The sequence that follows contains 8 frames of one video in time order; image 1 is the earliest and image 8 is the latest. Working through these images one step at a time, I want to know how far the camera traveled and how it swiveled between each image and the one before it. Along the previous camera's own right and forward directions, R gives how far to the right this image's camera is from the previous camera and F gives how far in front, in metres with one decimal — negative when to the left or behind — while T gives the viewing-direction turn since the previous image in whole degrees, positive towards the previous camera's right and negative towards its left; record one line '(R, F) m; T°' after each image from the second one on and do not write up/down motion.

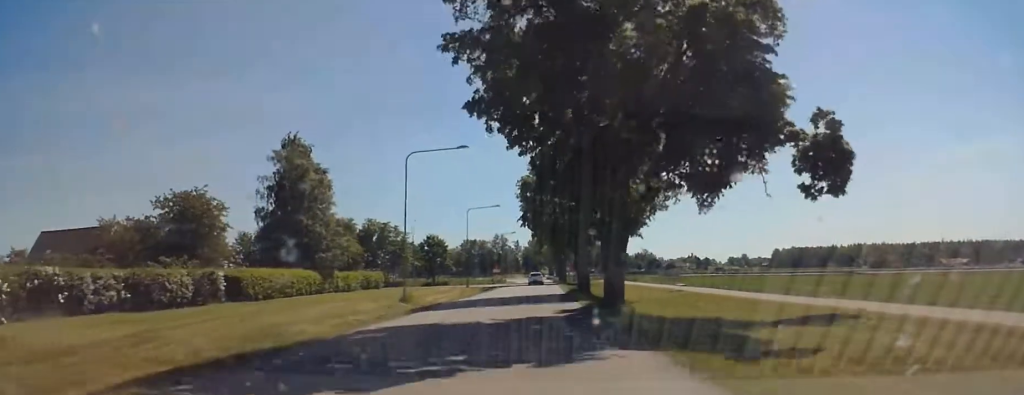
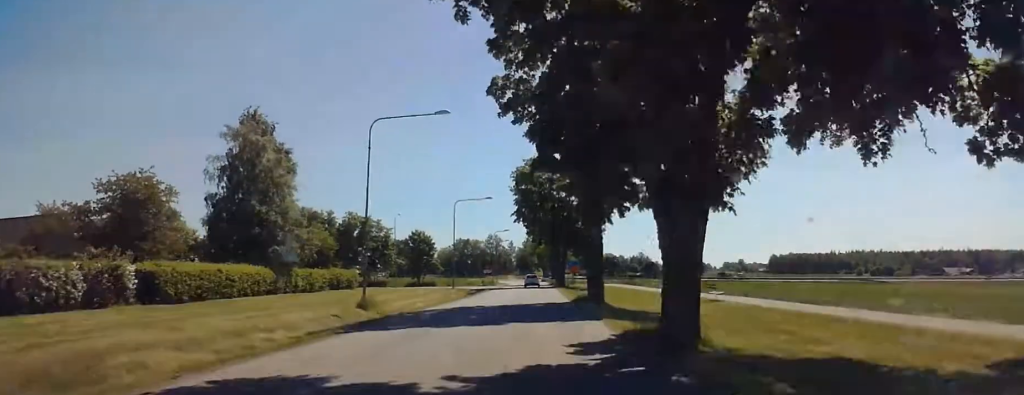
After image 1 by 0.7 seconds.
(-0.6, +9.8) m; -3°
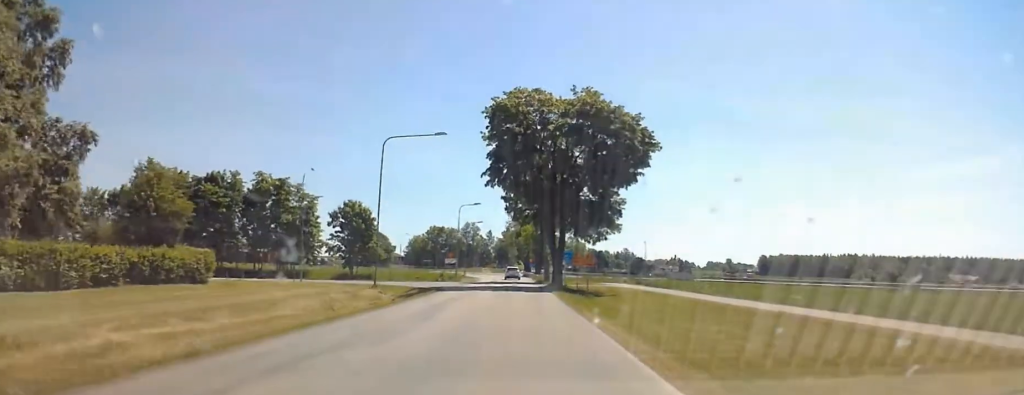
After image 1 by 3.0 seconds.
(+0.3, +31.0) m; -1°
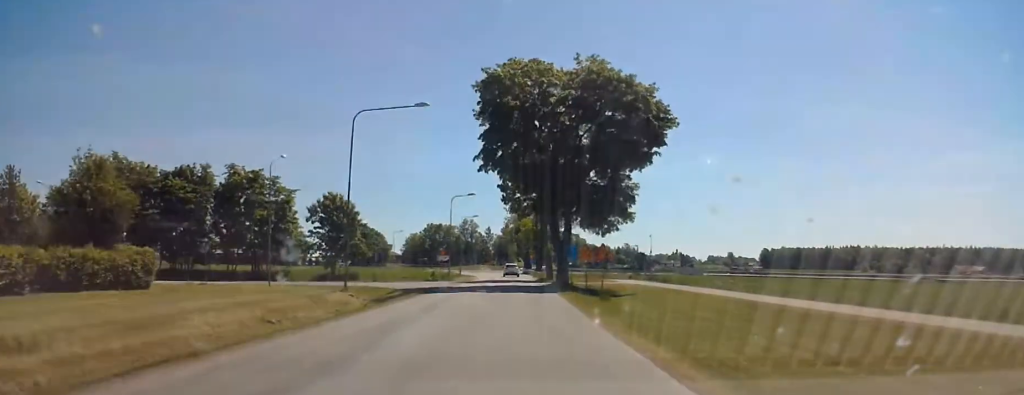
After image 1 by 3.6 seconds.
(-0.3, +7.3) m; 0°
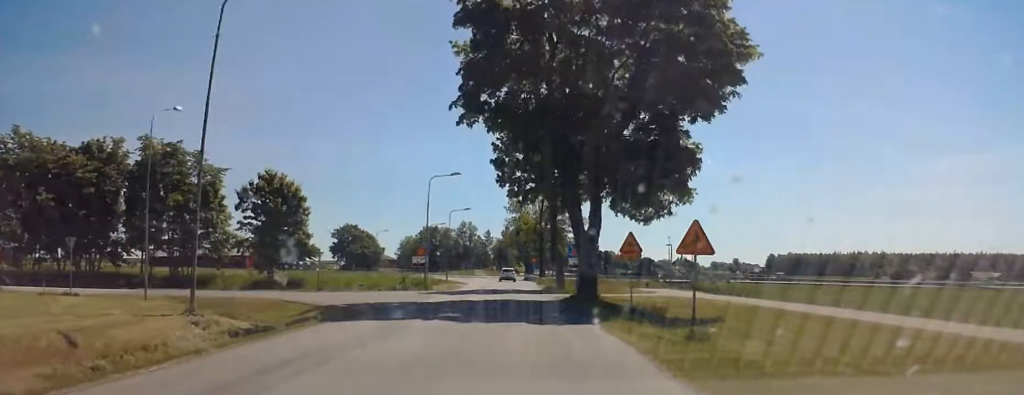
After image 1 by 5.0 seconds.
(+0.5, +17.4) m; +2°
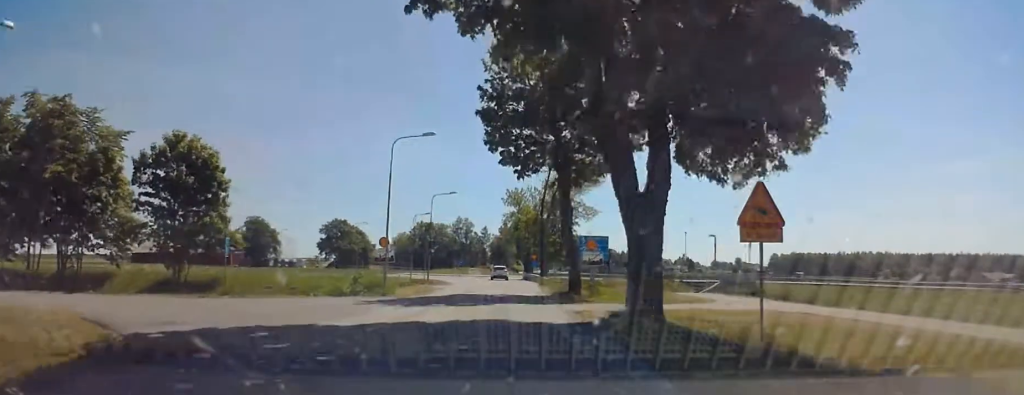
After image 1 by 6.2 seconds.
(-0.1, +14.2) m; -1°
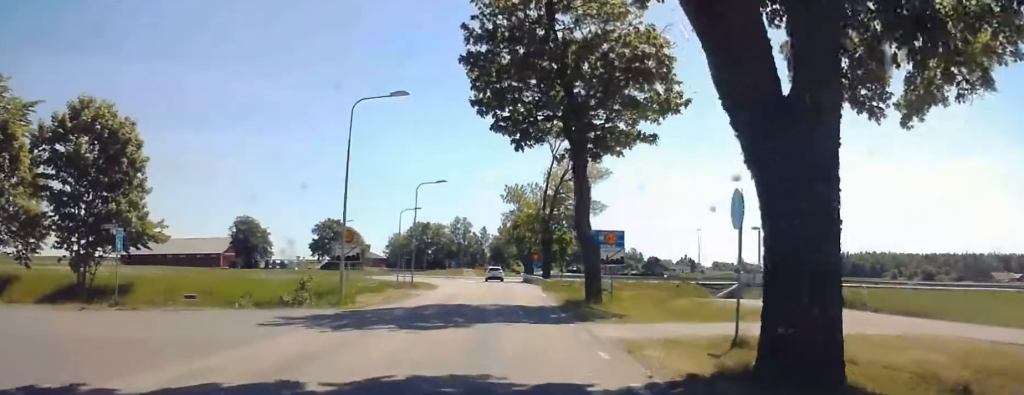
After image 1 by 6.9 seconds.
(-0.1, +8.9) m; 0°
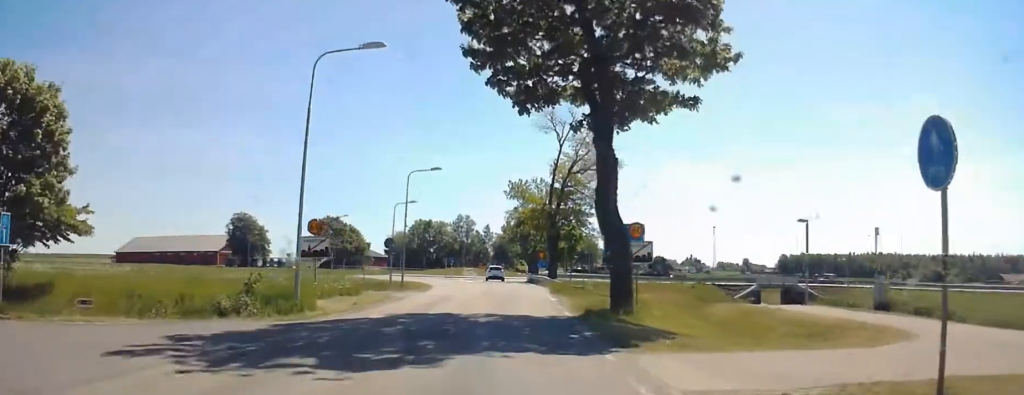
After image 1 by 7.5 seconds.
(0.0, +6.0) m; 0°
